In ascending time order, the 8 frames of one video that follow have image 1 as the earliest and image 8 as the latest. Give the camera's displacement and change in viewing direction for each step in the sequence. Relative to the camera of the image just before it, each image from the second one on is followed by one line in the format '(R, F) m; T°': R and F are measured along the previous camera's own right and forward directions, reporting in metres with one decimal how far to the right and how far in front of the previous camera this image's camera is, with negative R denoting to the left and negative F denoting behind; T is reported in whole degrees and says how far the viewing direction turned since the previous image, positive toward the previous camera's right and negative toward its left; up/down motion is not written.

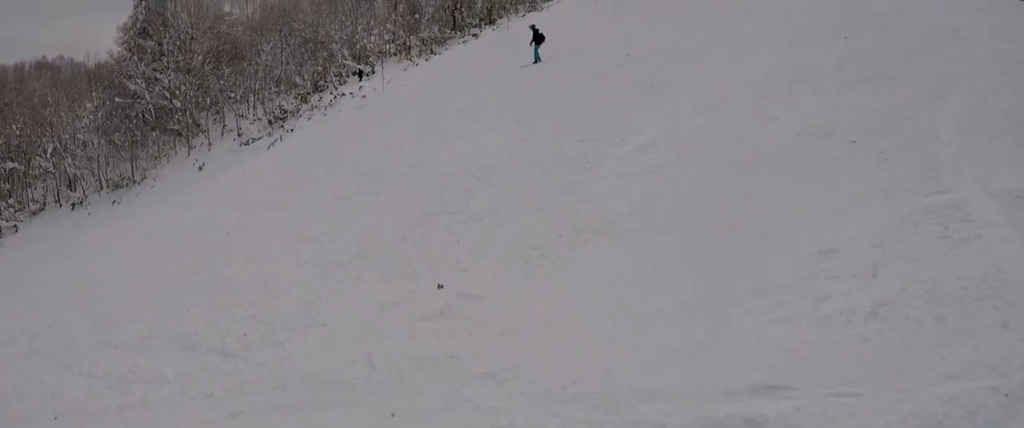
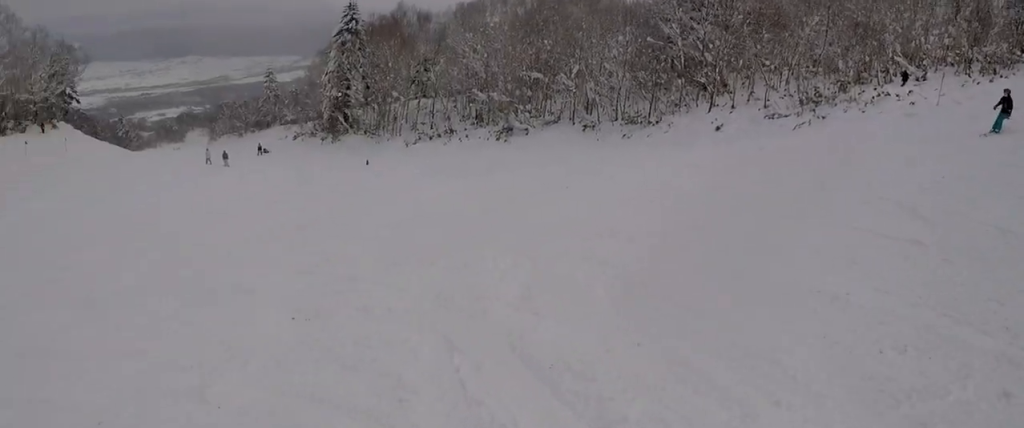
(0.0, +3.7) m; -5°
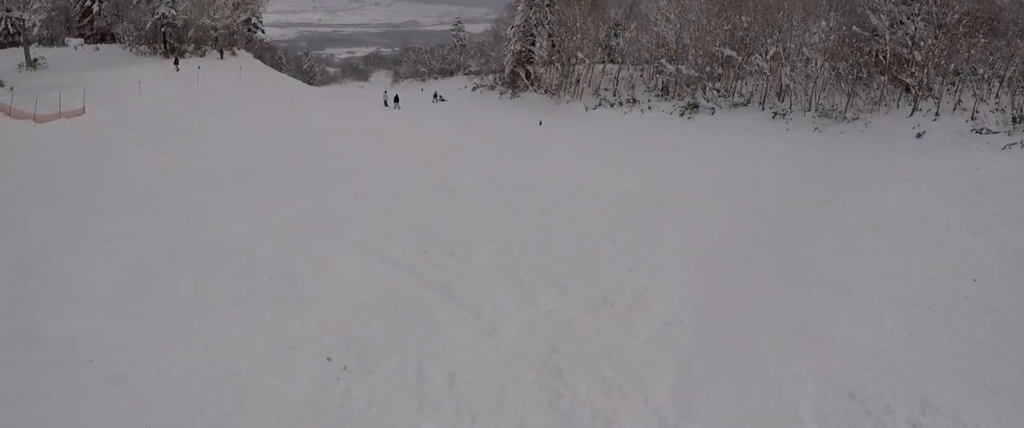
(-0.3, +3.5) m; -21°
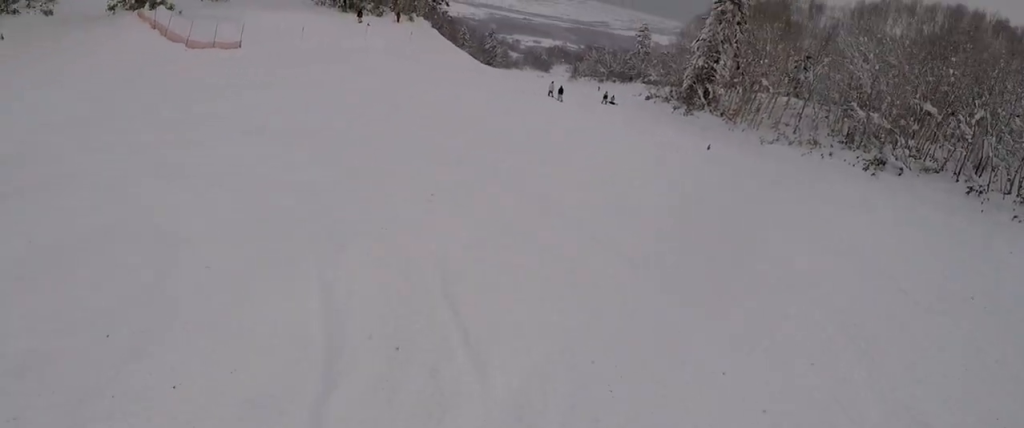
(-1.3, +4.5) m; -34°
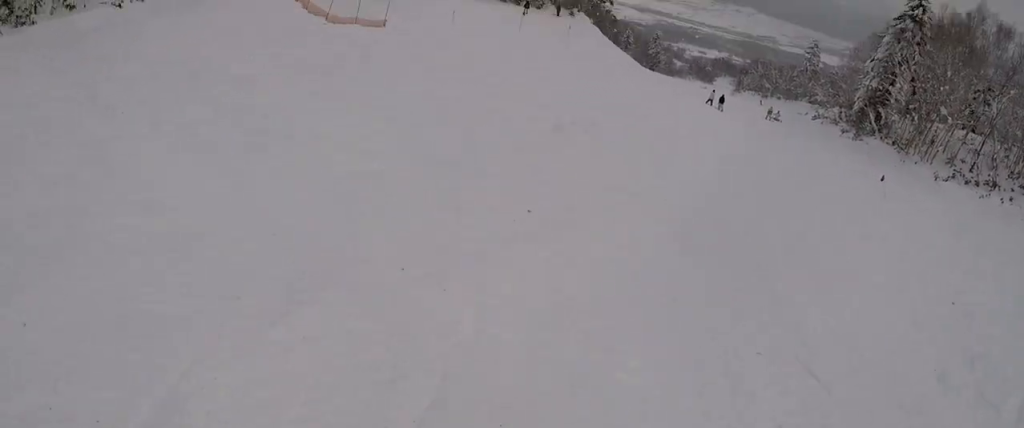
(-0.6, +3.2) m; -15°
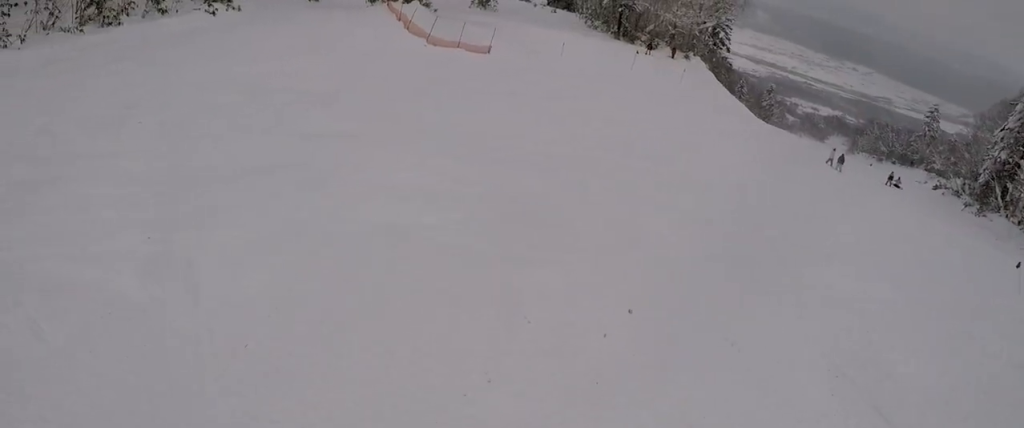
(-0.5, +2.6) m; -5°
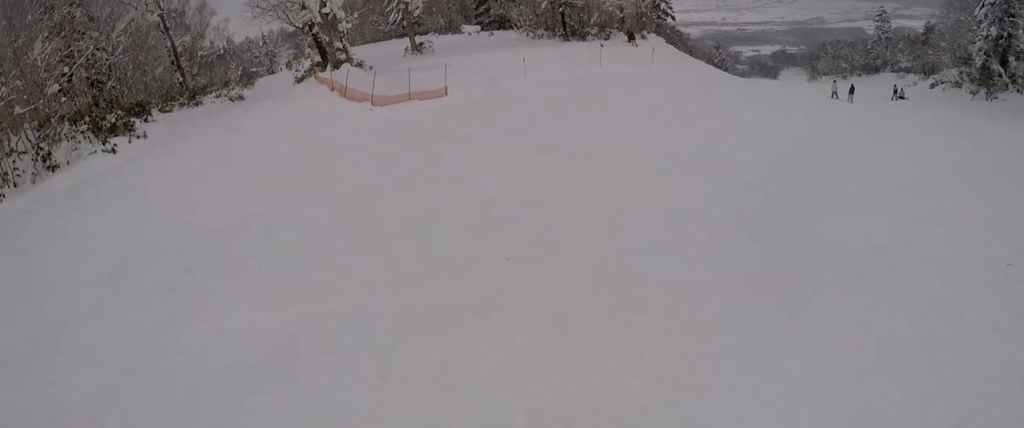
(-0.1, +6.8) m; +26°
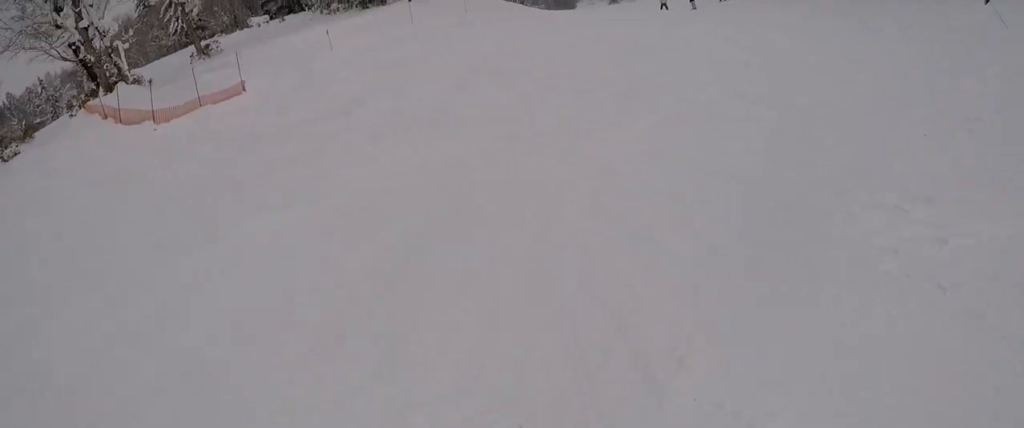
(+1.9, +4.7) m; +24°
